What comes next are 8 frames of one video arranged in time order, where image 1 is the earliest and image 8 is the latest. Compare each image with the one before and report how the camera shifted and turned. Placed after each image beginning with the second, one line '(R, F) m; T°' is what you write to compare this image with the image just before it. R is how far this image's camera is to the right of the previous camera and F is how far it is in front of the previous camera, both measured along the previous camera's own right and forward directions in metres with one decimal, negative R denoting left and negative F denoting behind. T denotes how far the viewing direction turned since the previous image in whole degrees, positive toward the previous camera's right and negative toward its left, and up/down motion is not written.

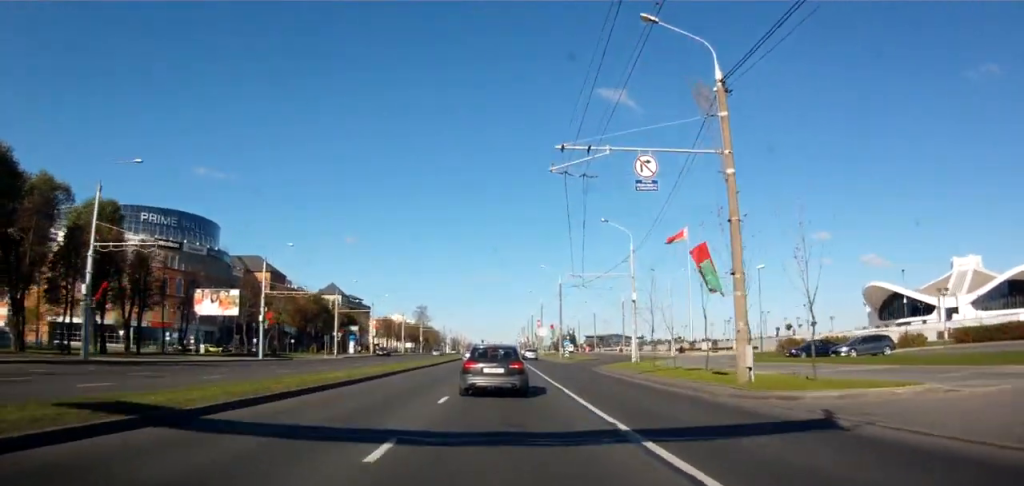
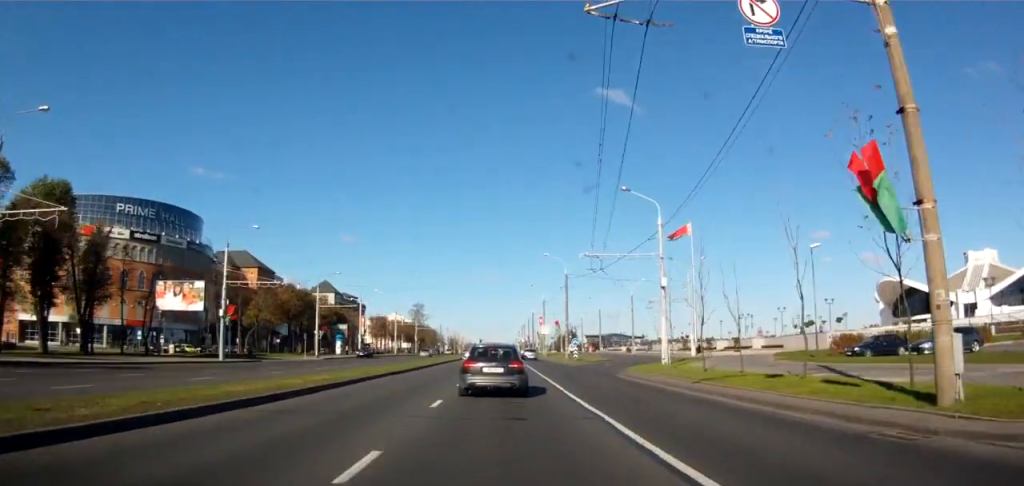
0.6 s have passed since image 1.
(-0.2, +10.0) m; -1°
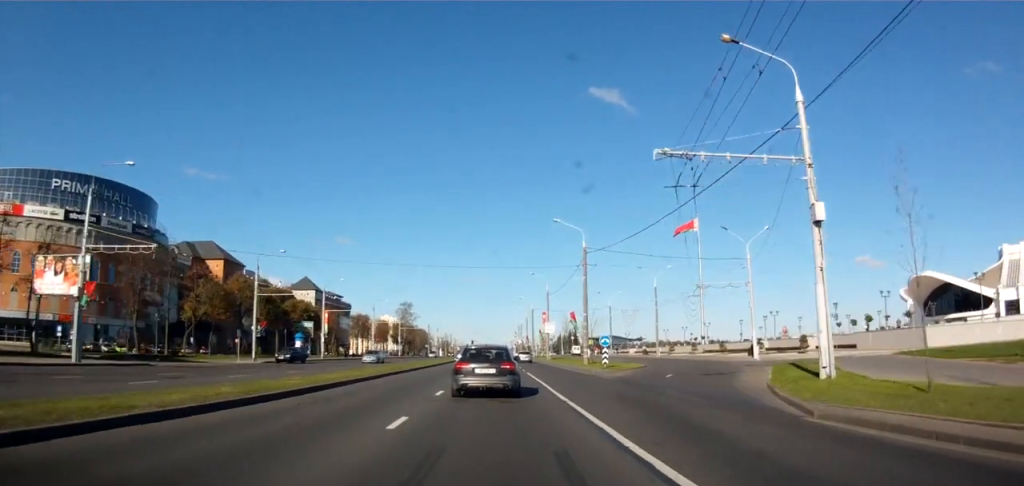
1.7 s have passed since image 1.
(-0.1, +20.3) m; 0°
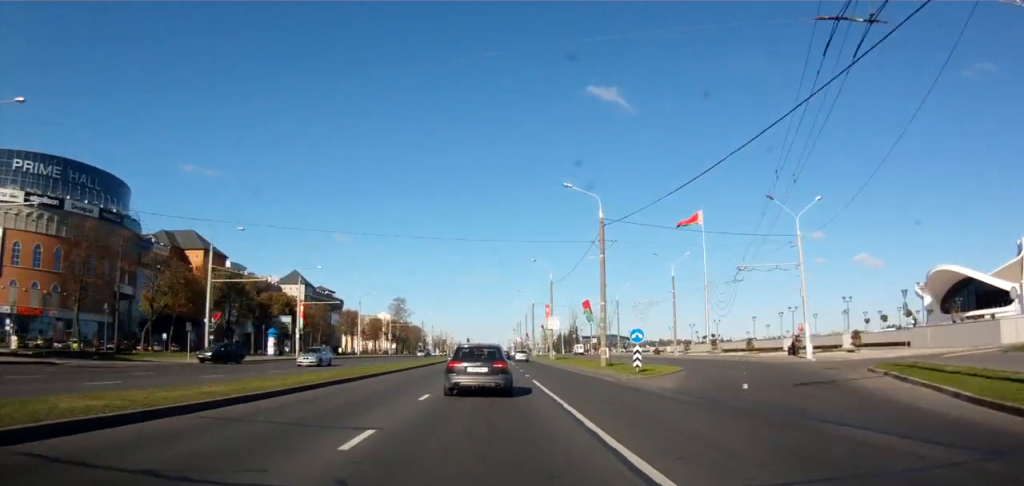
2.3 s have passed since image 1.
(+0.1, +10.3) m; 0°
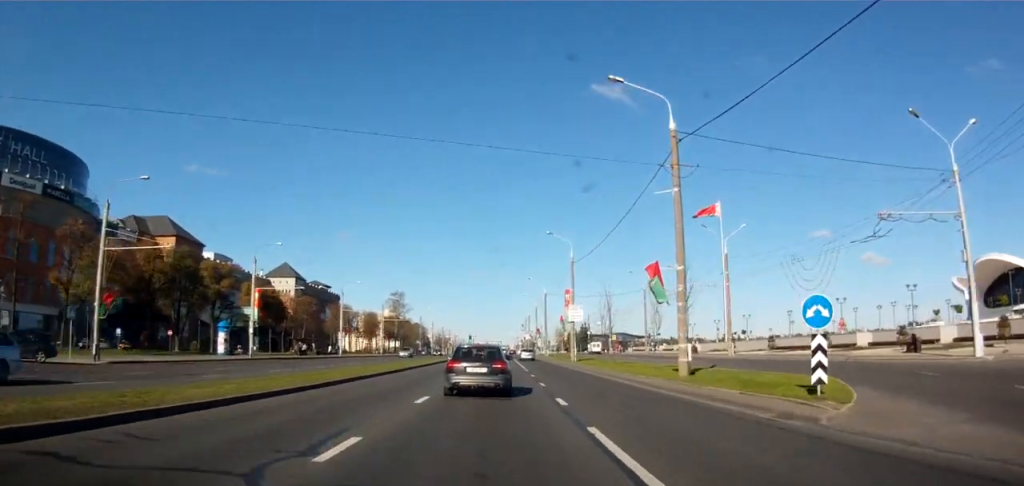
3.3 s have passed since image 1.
(0.0, +17.0) m; 0°
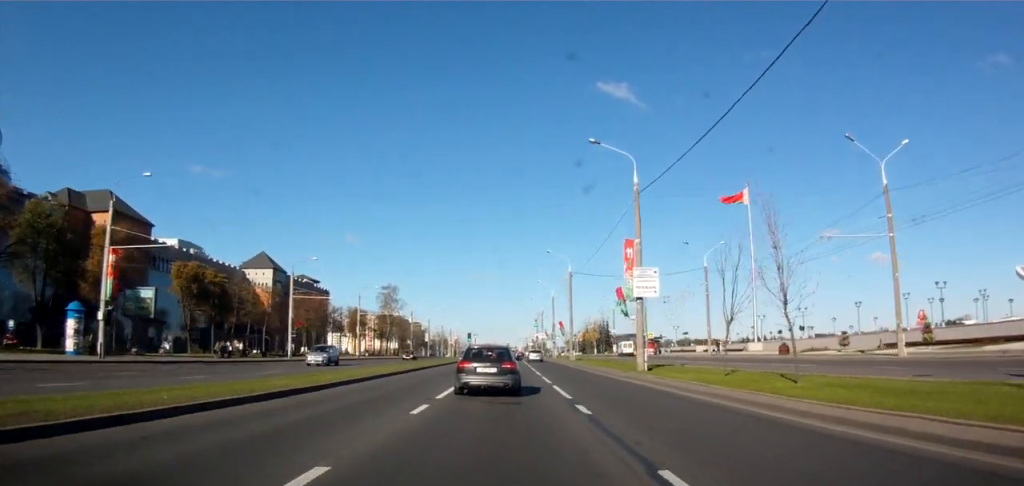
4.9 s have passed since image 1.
(-0.2, +26.3) m; -1°
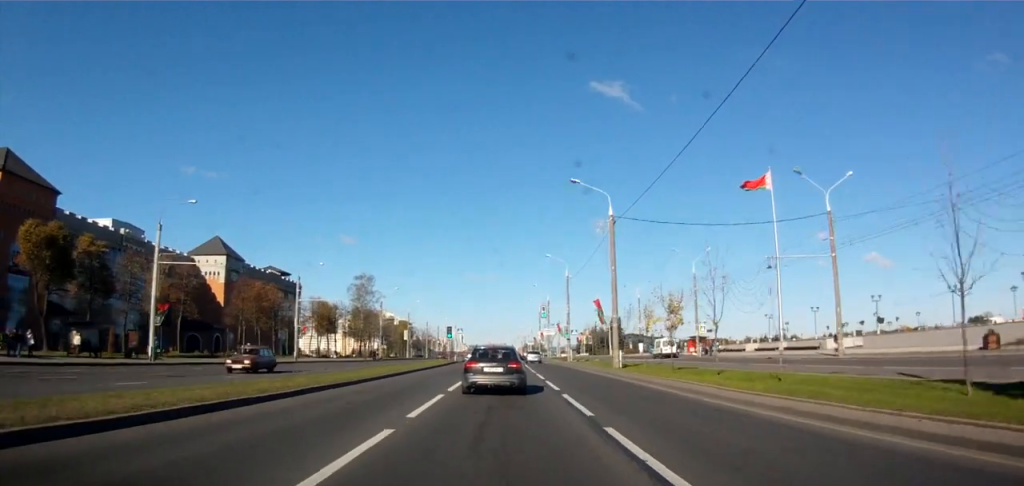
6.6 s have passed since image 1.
(0.0, +28.8) m; +1°
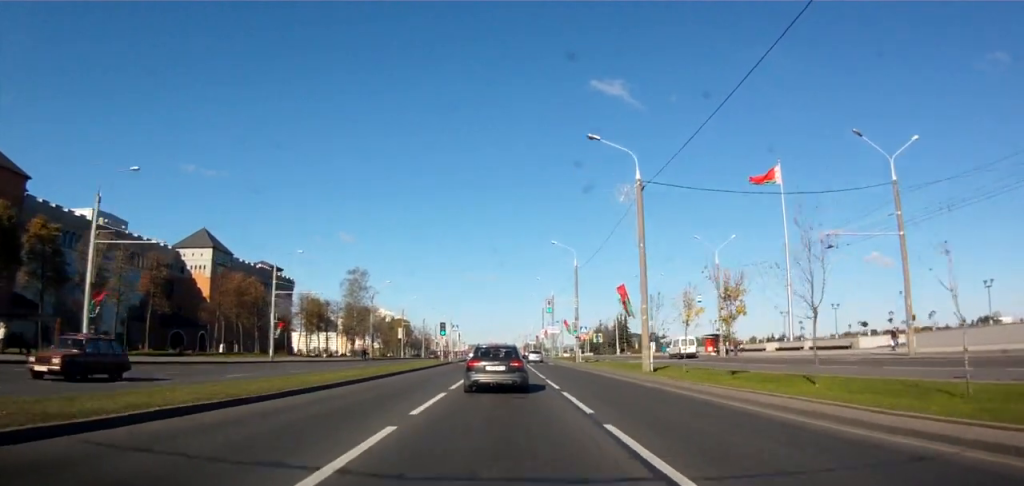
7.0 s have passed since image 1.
(0.0, +7.4) m; 0°
